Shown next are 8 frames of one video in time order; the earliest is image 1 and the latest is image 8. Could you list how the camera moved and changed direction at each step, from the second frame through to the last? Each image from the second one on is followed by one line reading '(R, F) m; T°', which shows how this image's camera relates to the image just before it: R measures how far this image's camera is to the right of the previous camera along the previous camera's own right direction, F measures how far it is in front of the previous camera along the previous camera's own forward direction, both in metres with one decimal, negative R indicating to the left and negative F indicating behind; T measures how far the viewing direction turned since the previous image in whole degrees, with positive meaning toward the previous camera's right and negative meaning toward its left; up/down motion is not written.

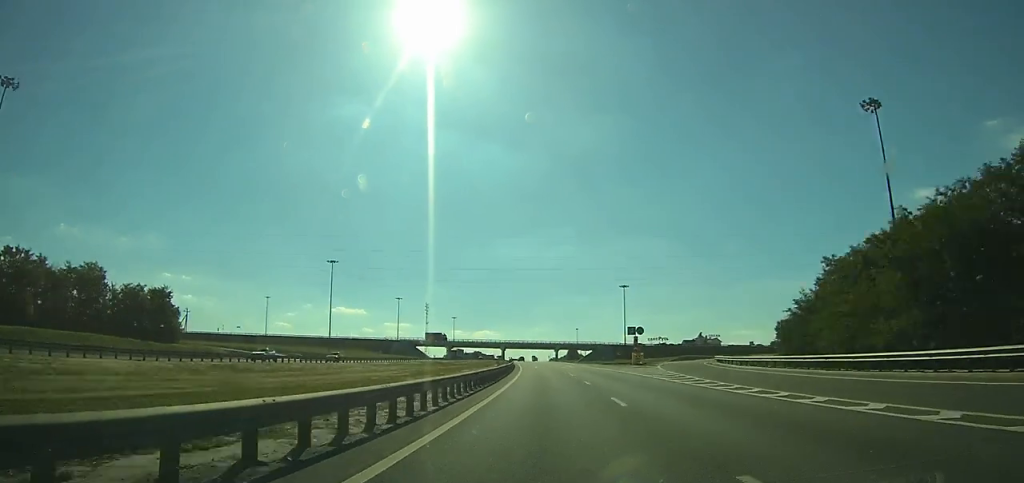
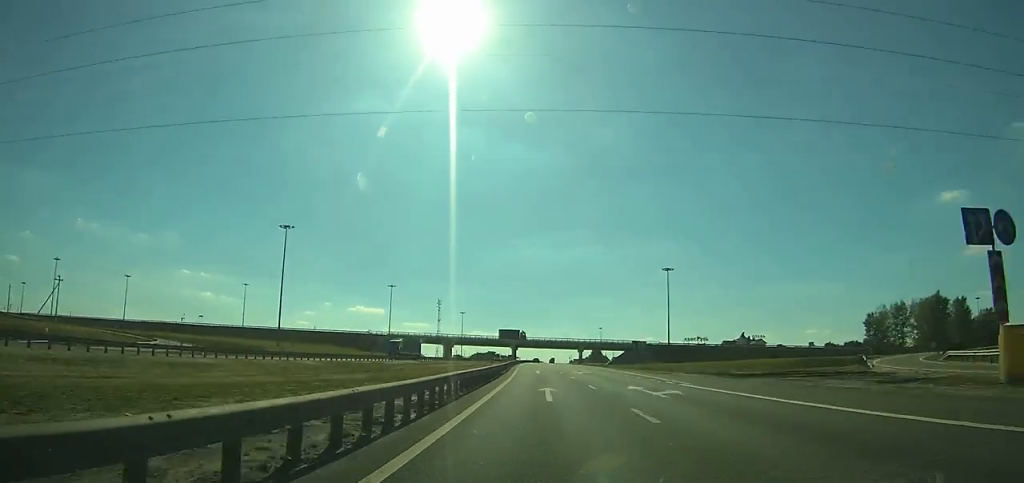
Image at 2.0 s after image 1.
(0.0, +52.3) m; -1°
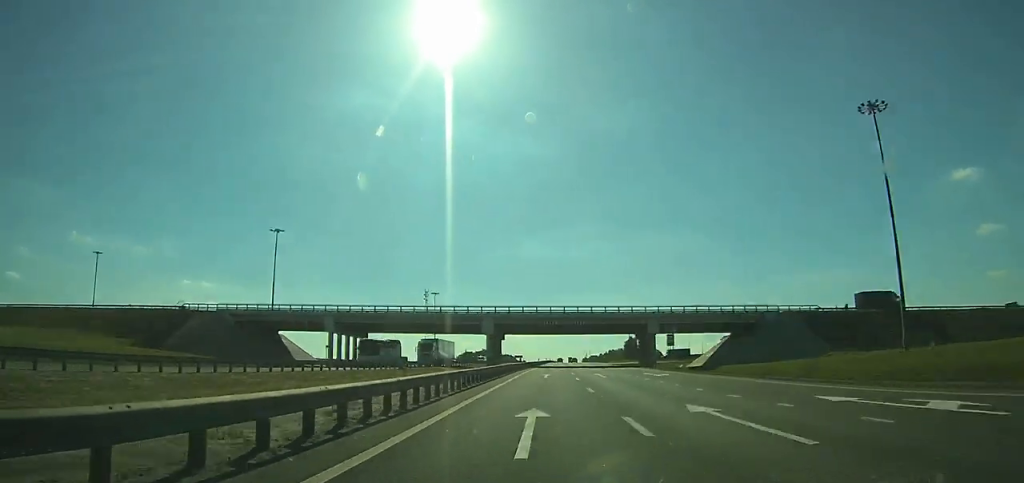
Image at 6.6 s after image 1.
(-1.7, +119.9) m; 0°
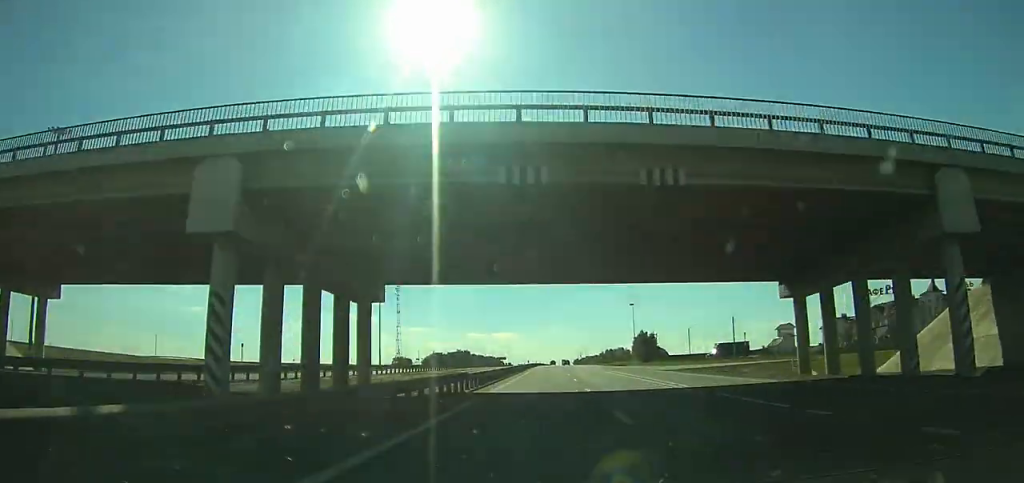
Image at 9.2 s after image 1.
(+0.4, +70.9) m; +1°
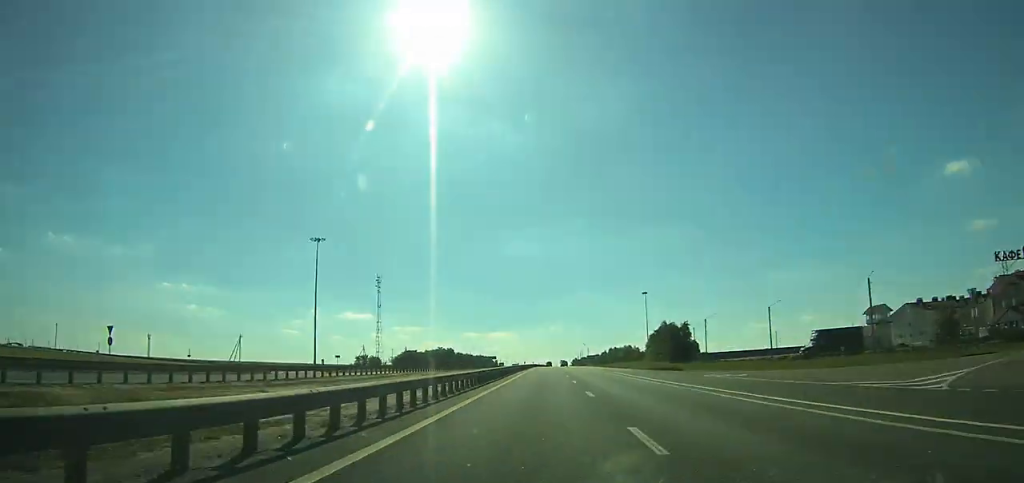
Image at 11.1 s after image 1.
(+0.2, +53.7) m; 0°
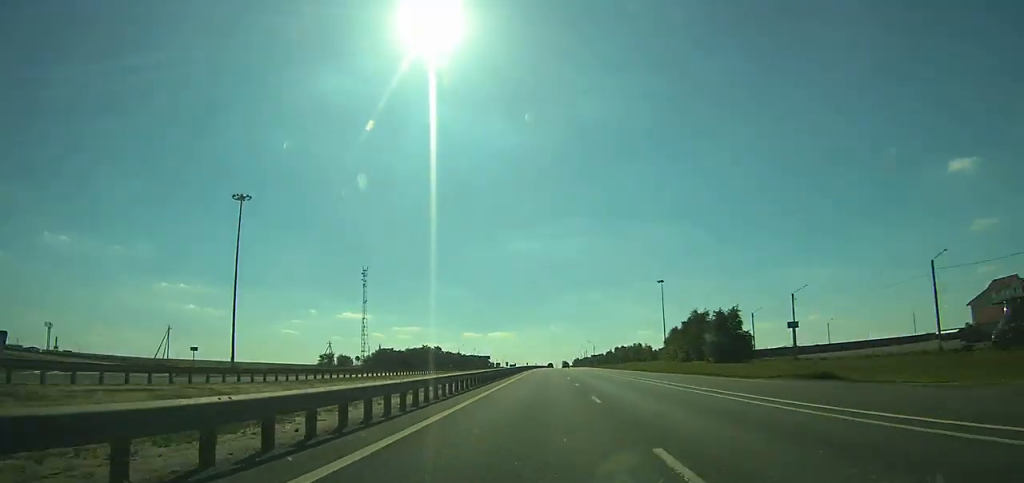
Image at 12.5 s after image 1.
(0.0, +39.9) m; 0°
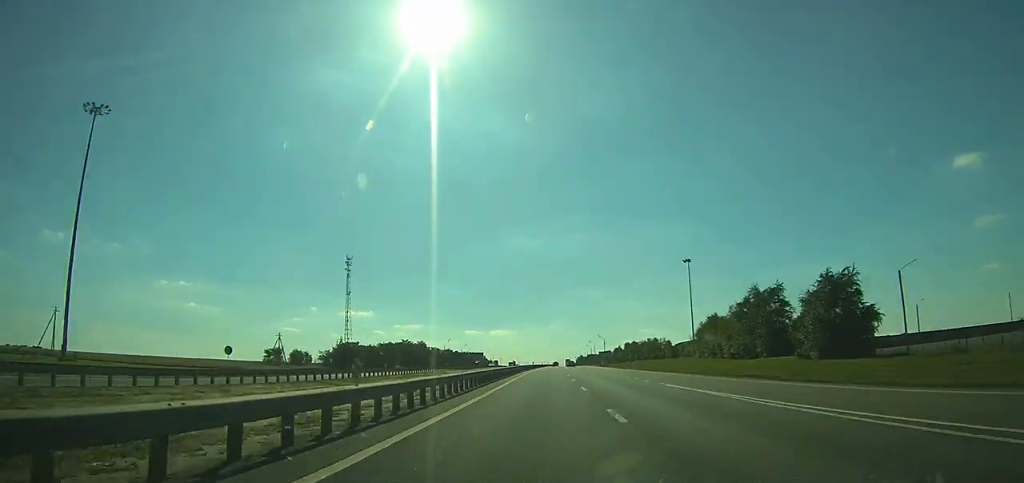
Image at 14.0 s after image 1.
(0.0, +42.8) m; 0°
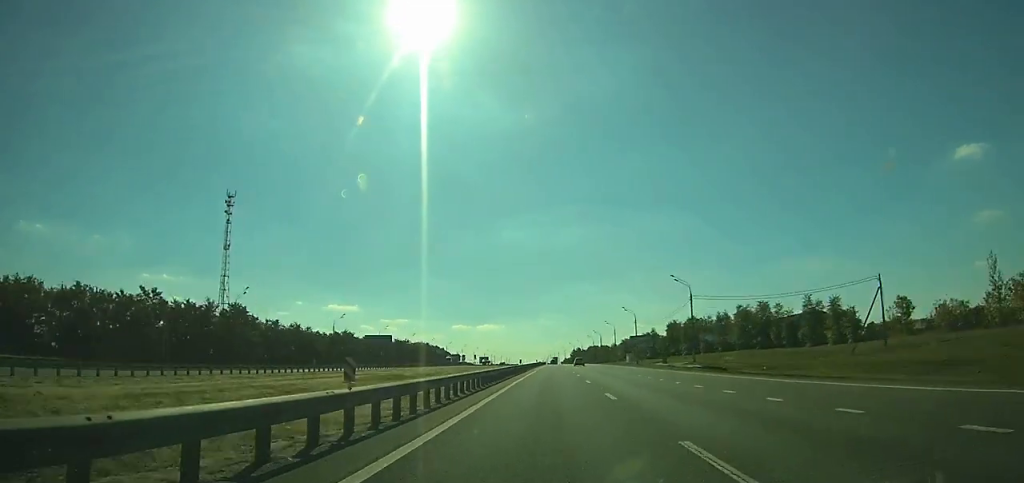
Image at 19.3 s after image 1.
(+1.2, +148.5) m; +1°
